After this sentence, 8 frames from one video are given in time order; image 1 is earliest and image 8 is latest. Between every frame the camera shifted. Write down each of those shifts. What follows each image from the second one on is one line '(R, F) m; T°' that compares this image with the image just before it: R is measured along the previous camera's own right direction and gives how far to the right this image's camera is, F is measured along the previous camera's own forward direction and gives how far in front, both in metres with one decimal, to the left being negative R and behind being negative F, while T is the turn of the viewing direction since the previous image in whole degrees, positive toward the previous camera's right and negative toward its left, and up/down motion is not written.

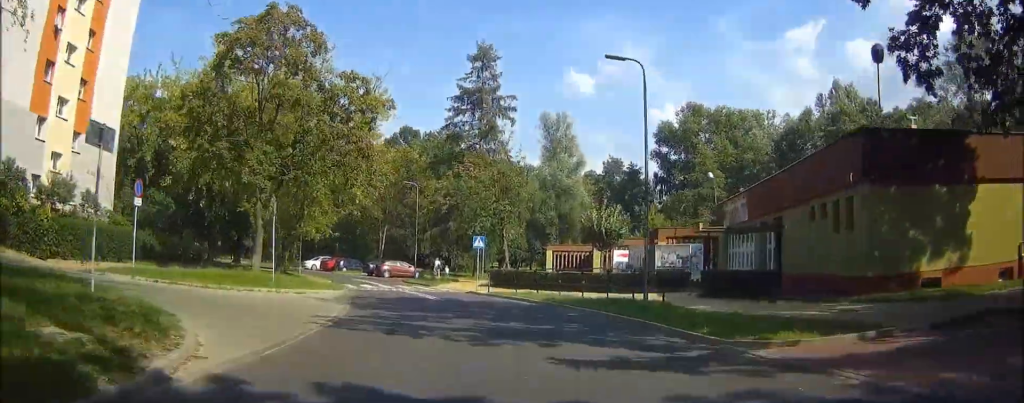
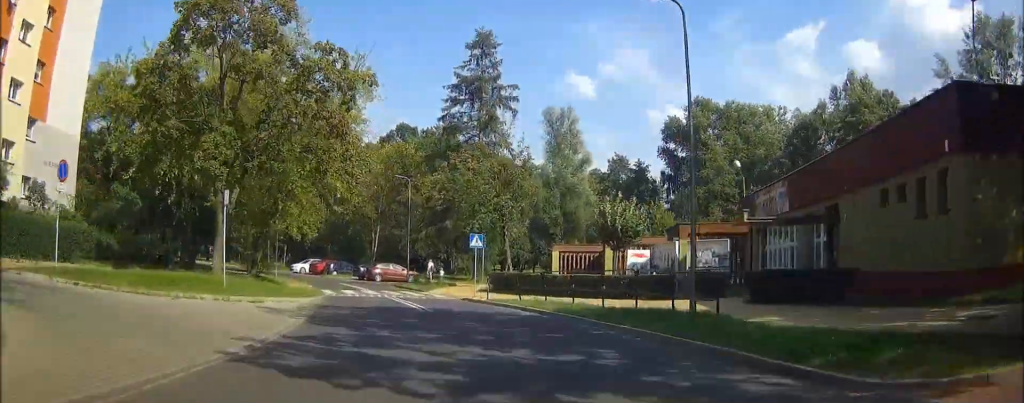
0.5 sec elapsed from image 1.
(0.0, +4.8) m; 0°
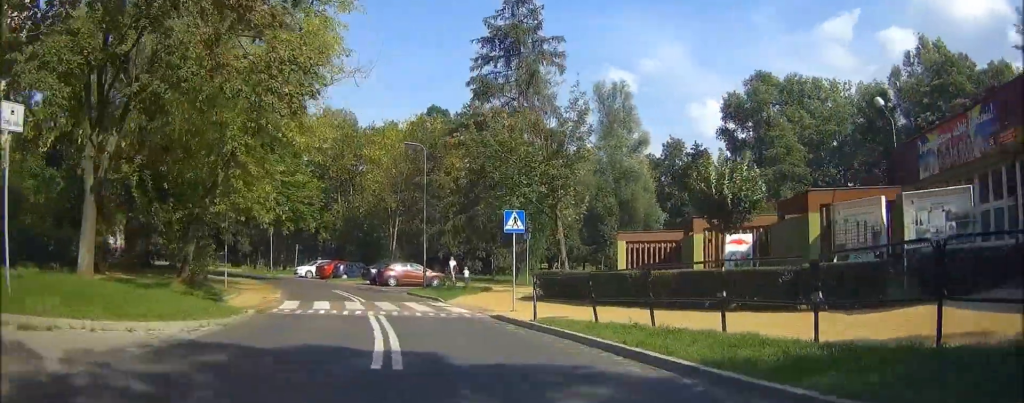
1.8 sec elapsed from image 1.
(0.0, +11.8) m; -3°
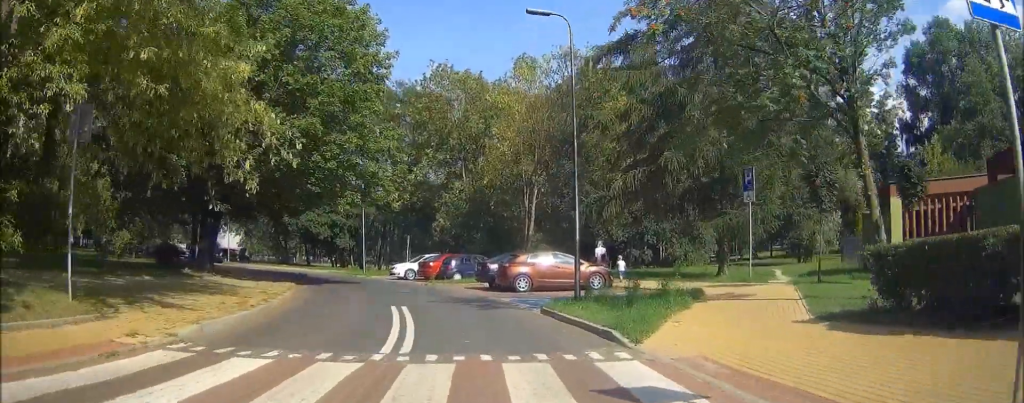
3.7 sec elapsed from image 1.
(-1.3, +16.5) m; -6°
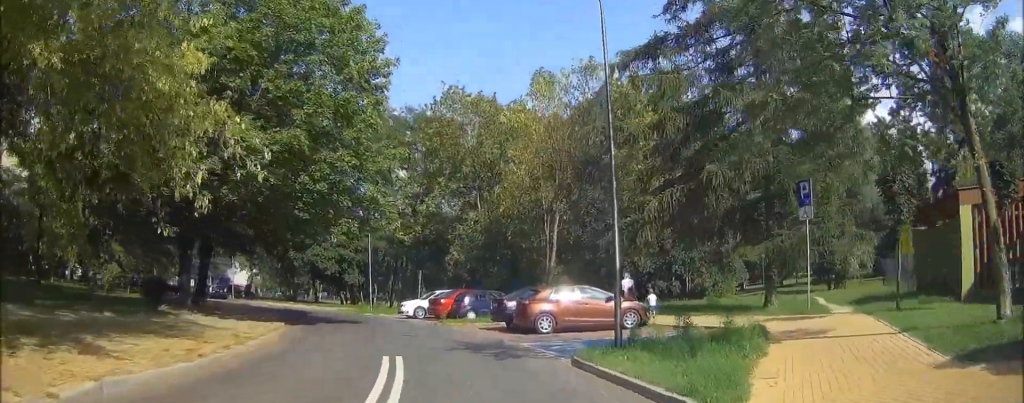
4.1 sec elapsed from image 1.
(+0.1, +3.7) m; 0°
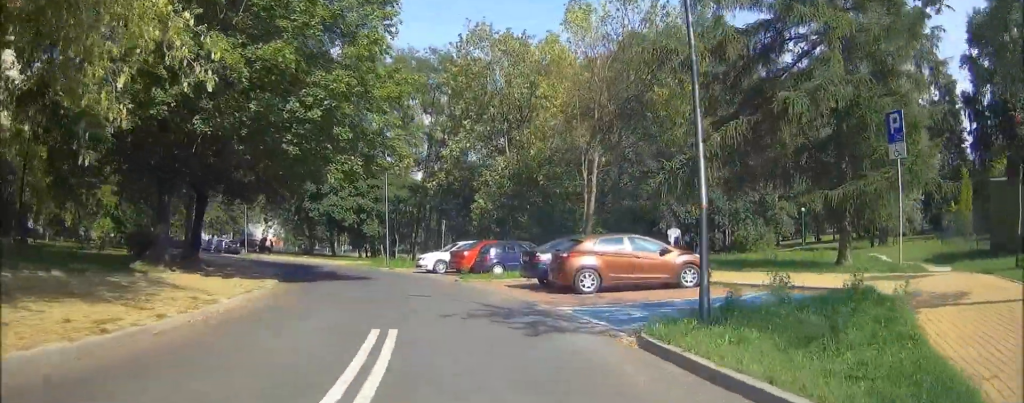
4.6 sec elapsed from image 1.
(-0.1, +4.1) m; -6°
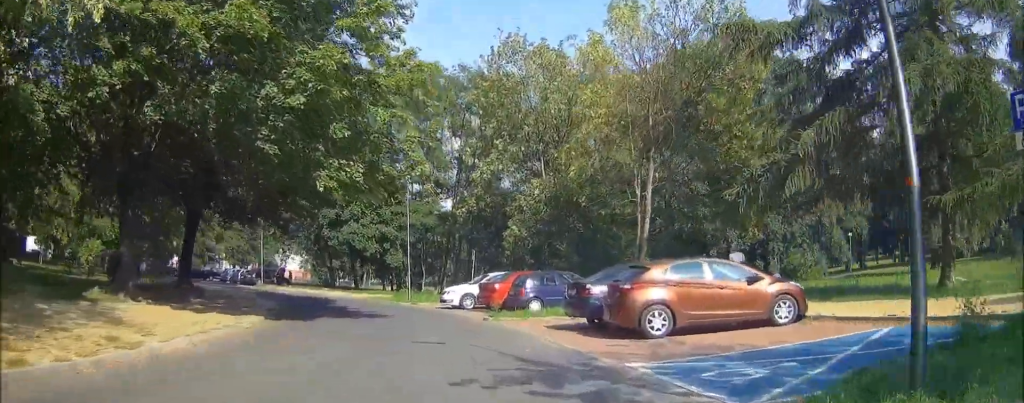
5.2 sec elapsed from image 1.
(+0.3, +4.6) m; -7°
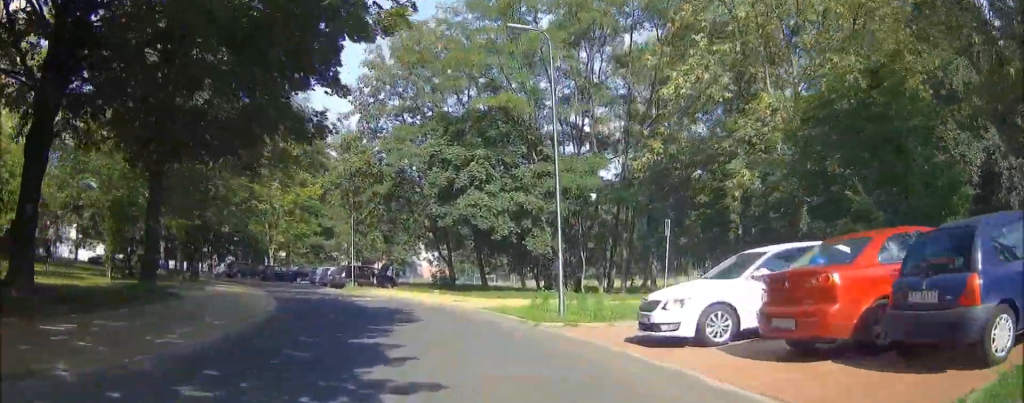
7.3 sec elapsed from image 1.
(-3.3, +17.1) m; -11°
